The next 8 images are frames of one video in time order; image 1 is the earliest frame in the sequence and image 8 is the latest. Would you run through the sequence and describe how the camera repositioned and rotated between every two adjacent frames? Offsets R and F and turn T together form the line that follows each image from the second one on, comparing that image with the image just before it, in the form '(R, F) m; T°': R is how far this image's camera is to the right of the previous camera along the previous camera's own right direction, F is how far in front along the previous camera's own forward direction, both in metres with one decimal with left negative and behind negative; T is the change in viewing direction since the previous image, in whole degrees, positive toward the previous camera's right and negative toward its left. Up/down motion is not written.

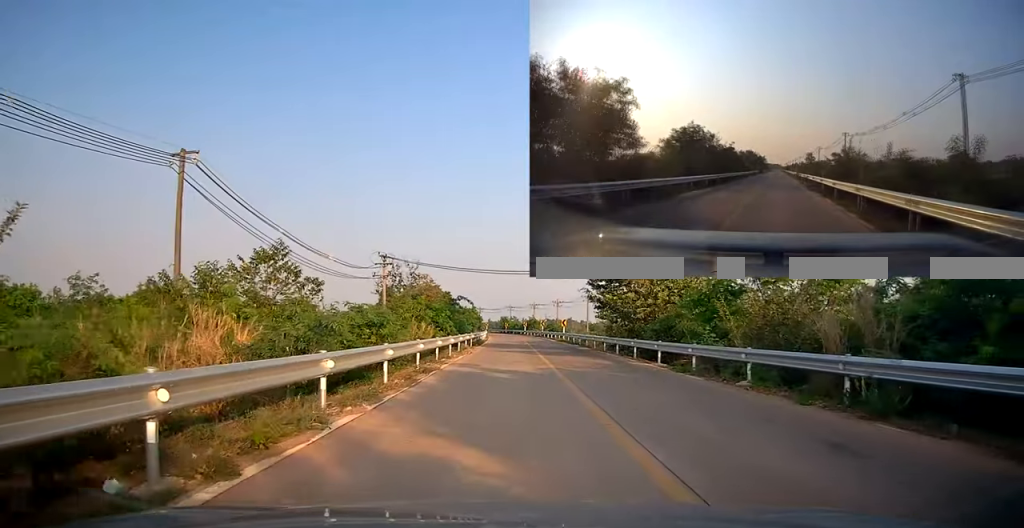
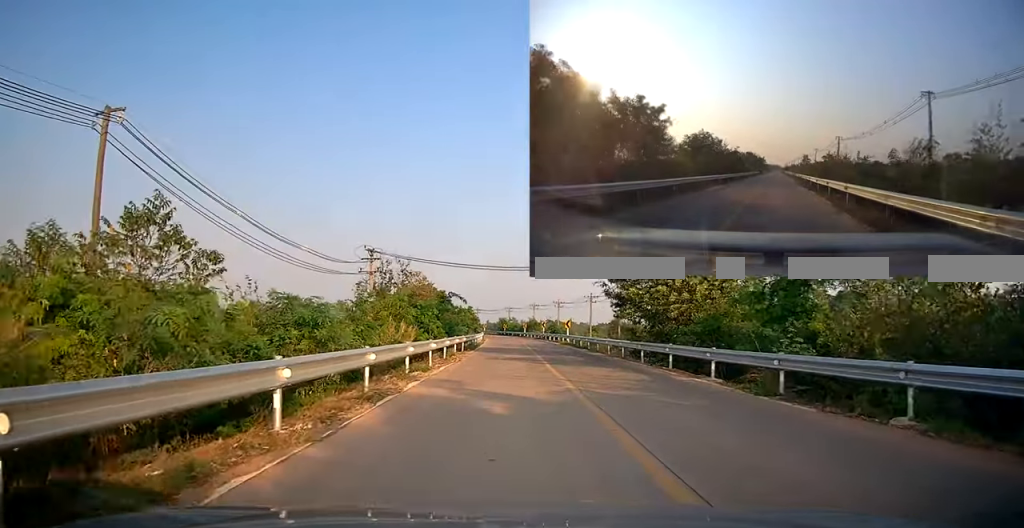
(0.0, +5.6) m; 0°
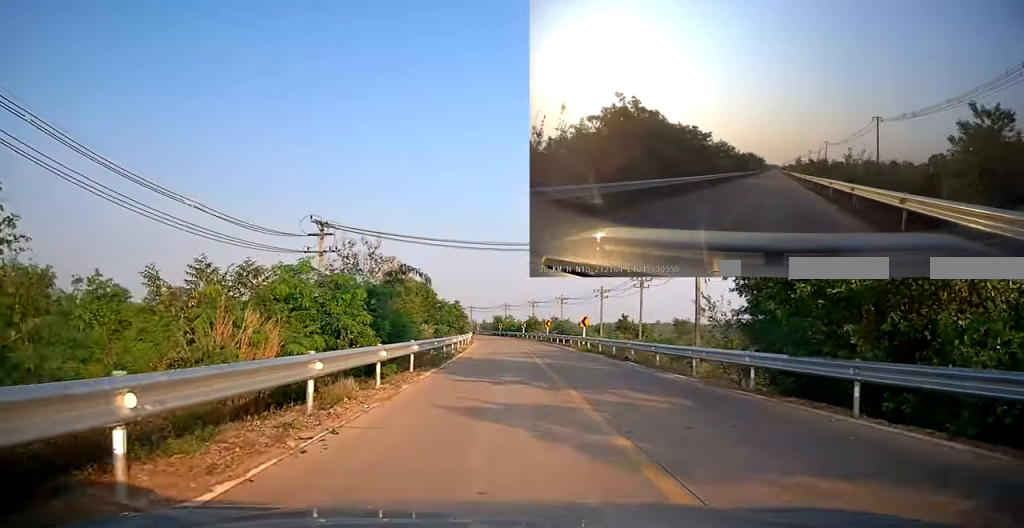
(+0.1, +14.7) m; 0°
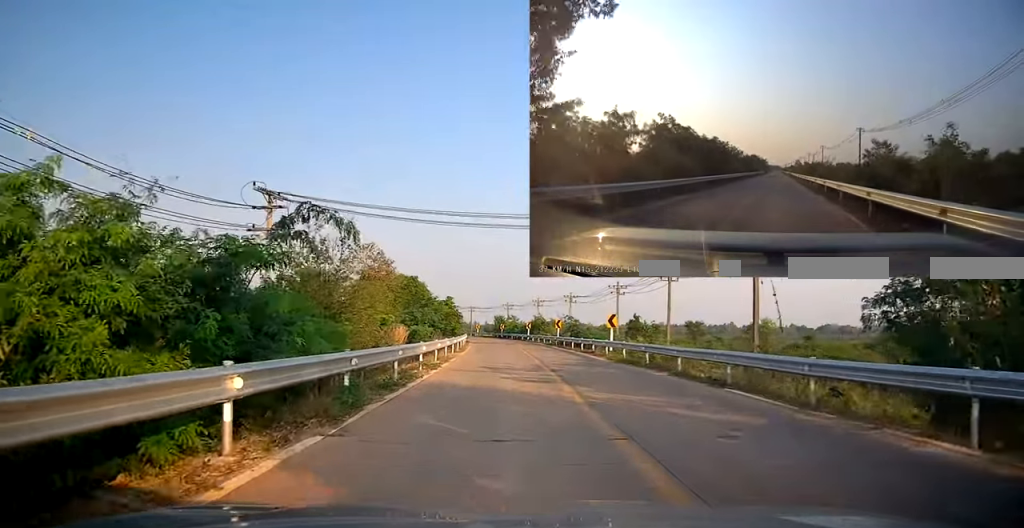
(-0.1, +10.4) m; 0°
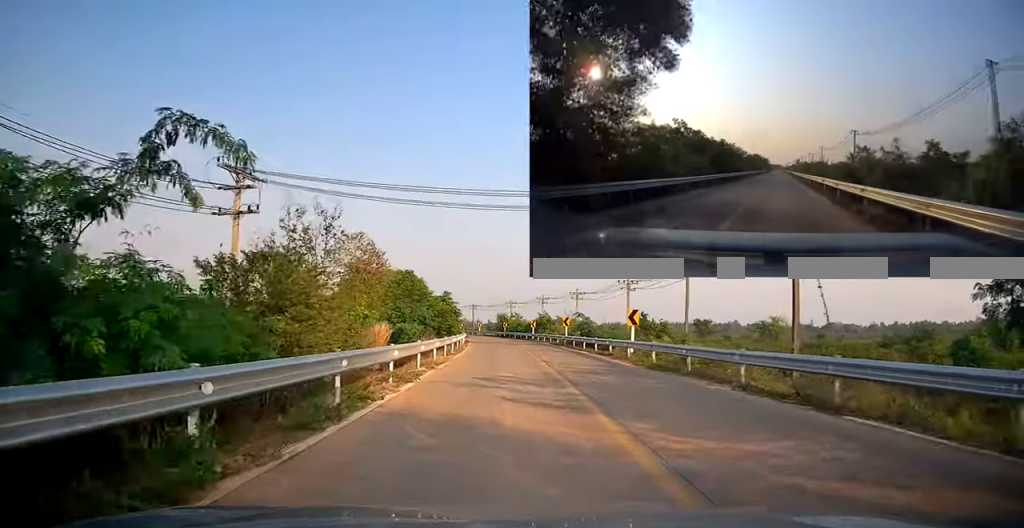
(0.0, +4.7) m; -2°
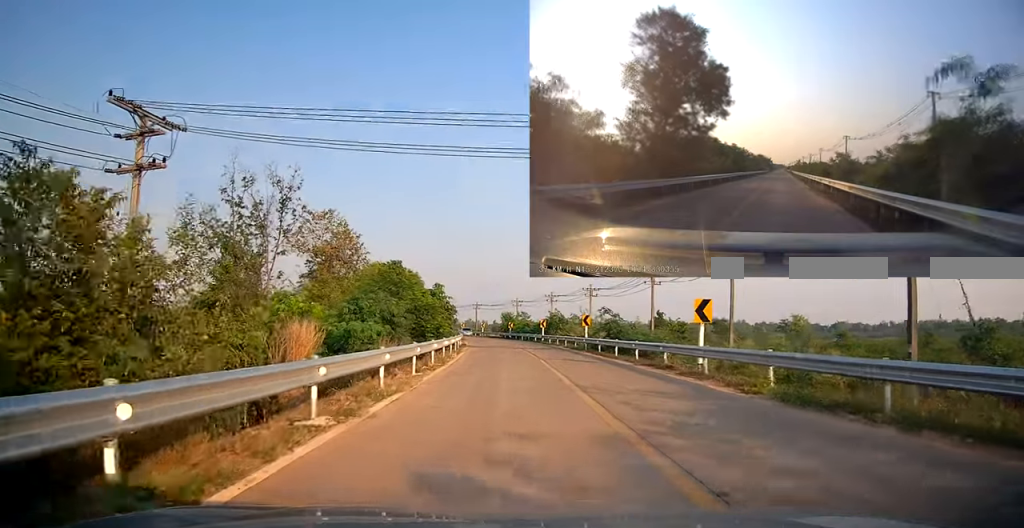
(-0.2, +9.4) m; -2°
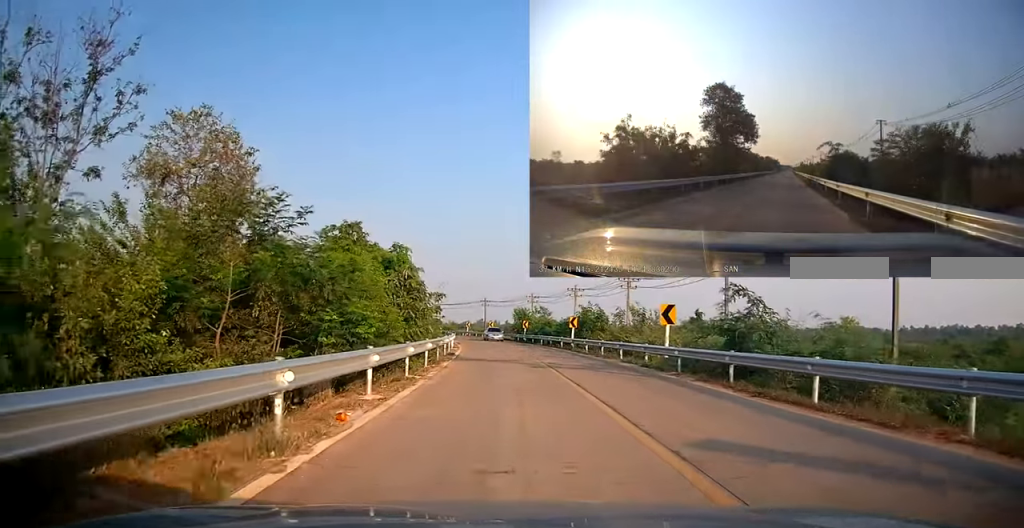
(+0.1, +17.7) m; +2°
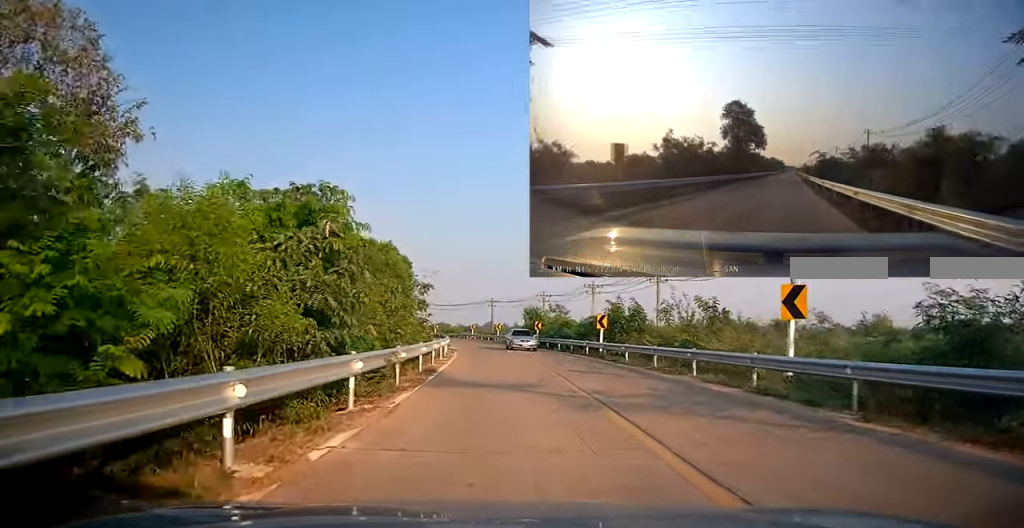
(-0.1, +9.2) m; -3°
